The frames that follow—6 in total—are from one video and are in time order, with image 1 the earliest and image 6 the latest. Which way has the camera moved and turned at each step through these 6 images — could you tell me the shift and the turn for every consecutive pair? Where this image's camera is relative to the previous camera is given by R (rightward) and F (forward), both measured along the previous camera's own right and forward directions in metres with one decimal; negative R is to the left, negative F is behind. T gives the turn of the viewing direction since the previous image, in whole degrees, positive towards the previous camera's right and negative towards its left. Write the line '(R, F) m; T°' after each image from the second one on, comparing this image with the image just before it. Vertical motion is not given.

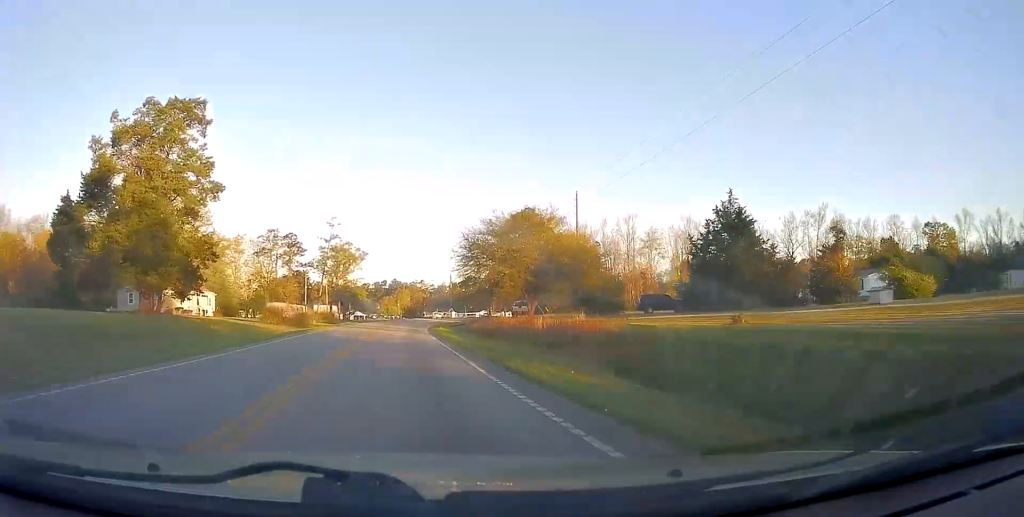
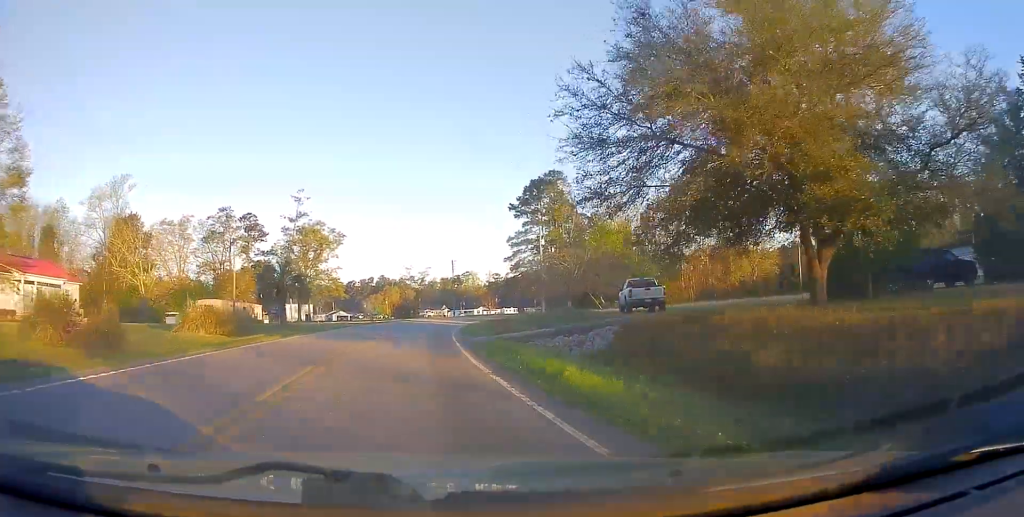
(-0.7, +34.5) m; -3°
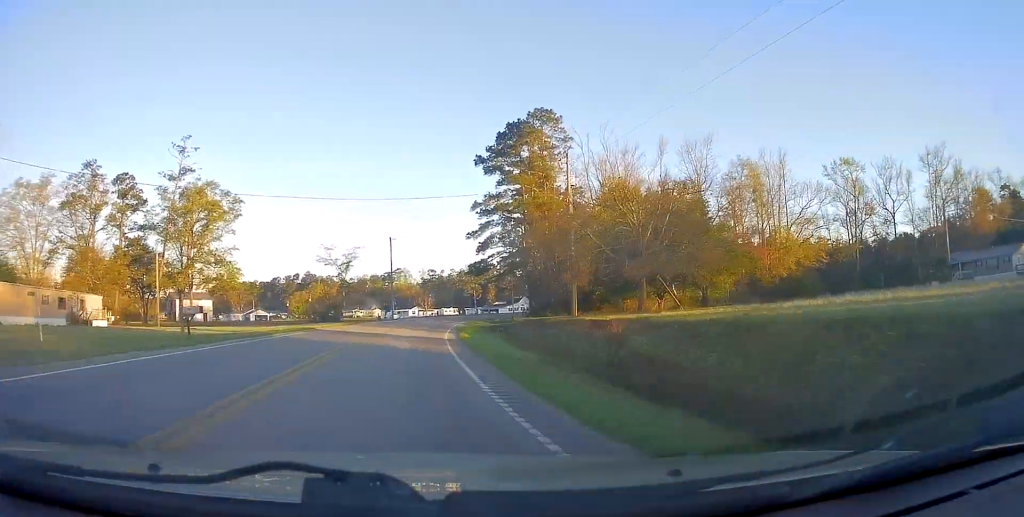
(-0.5, +36.5) m; +1°
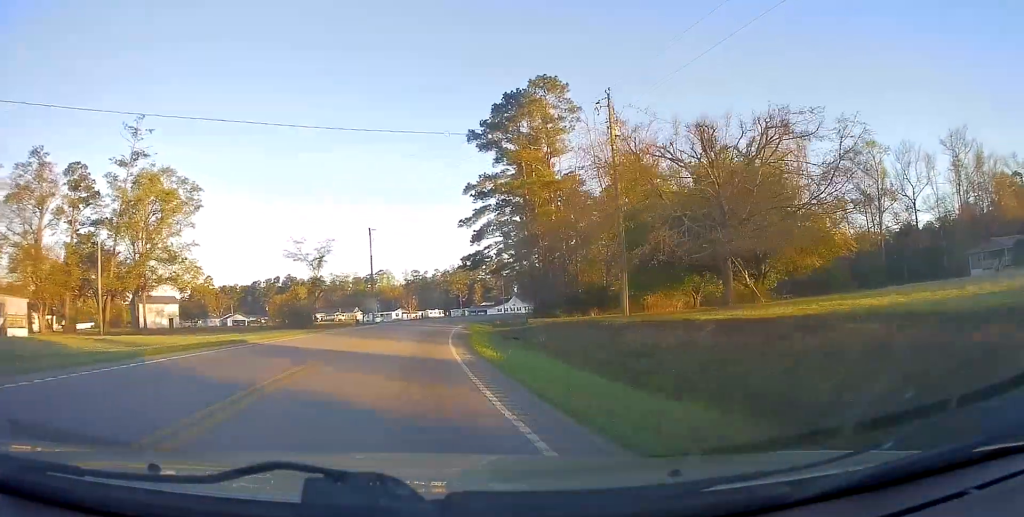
(+0.1, +11.7) m; +2°
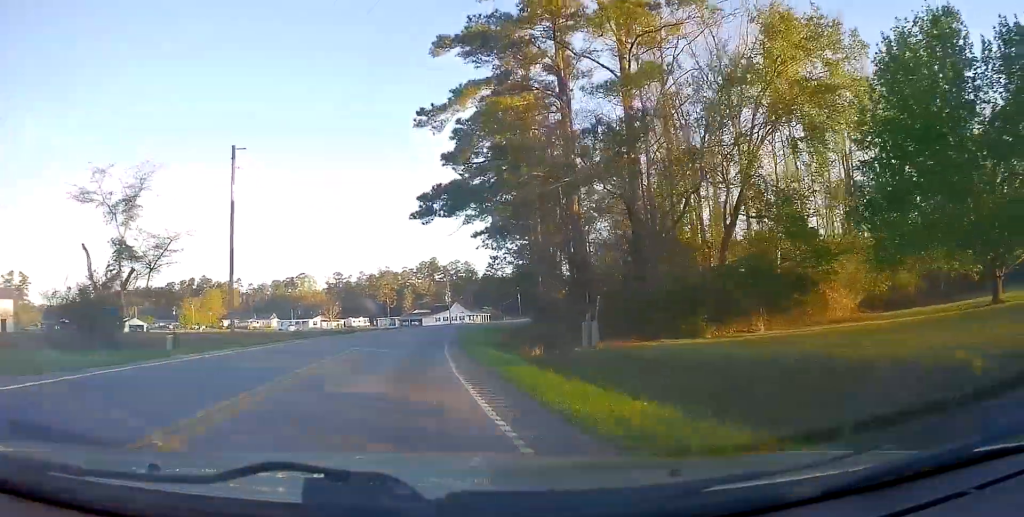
(+2.2, +36.2) m; +7°
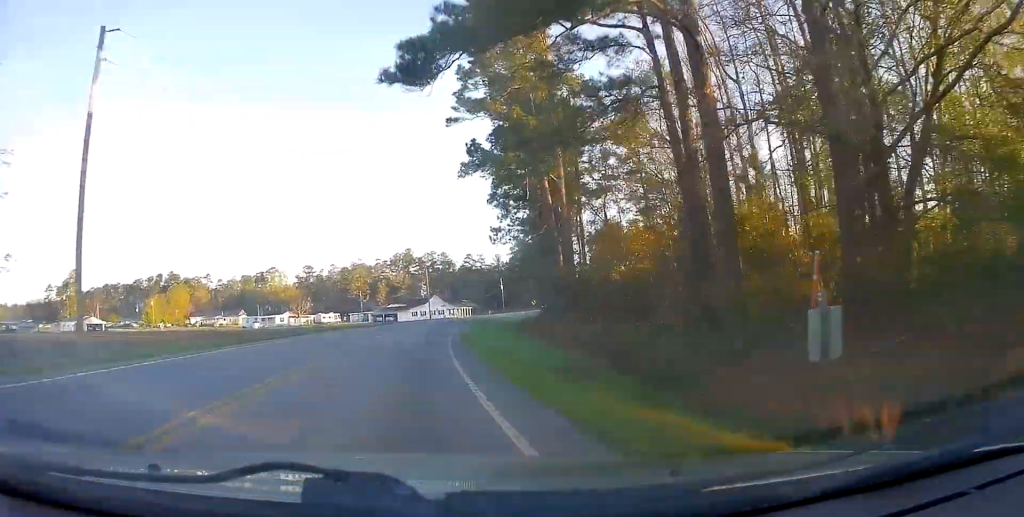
(+0.4, +15.0) m; +3°
